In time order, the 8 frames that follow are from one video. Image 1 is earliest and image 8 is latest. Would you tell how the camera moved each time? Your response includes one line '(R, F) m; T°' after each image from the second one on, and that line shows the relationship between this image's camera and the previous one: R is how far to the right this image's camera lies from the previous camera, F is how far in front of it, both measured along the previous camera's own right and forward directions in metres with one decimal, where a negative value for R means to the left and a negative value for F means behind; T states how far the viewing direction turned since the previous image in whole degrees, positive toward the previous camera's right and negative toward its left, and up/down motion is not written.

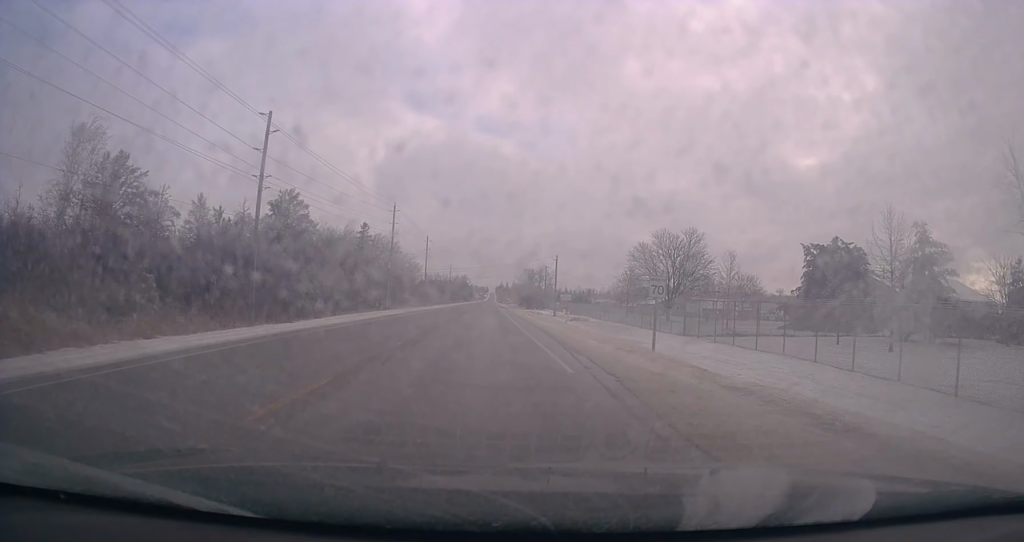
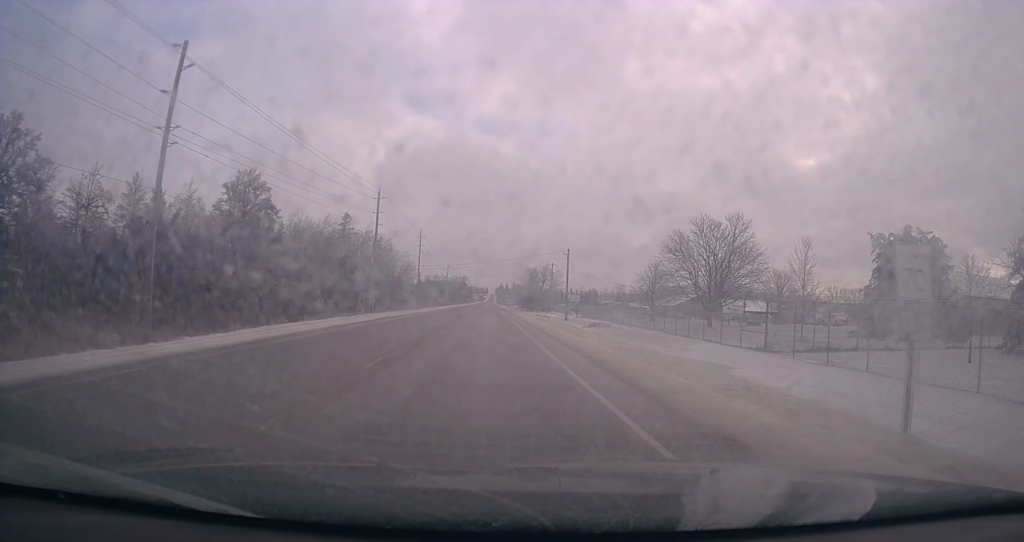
(-0.2, +12.6) m; -1°
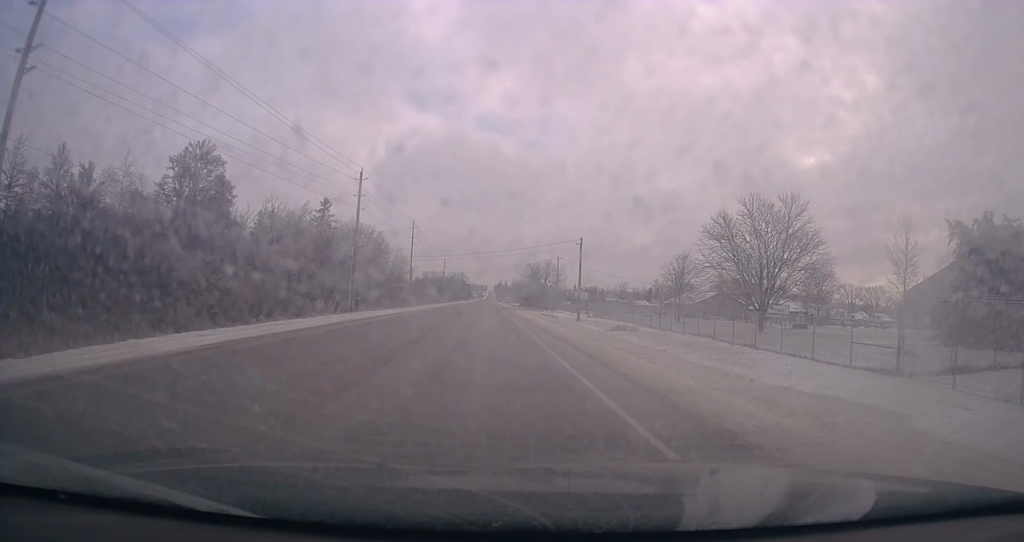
(-0.1, +11.3) m; +1°
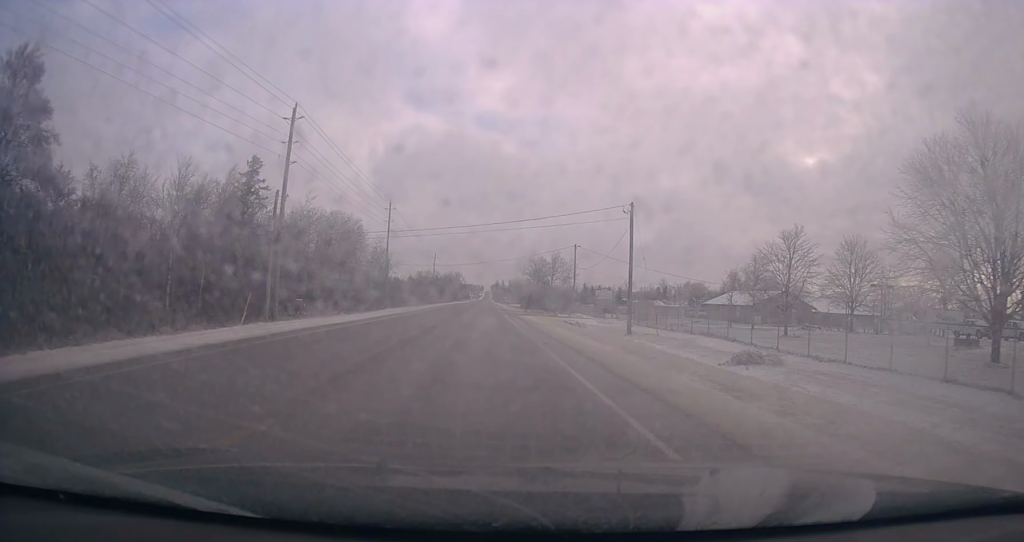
(+0.7, +23.8) m; +2°
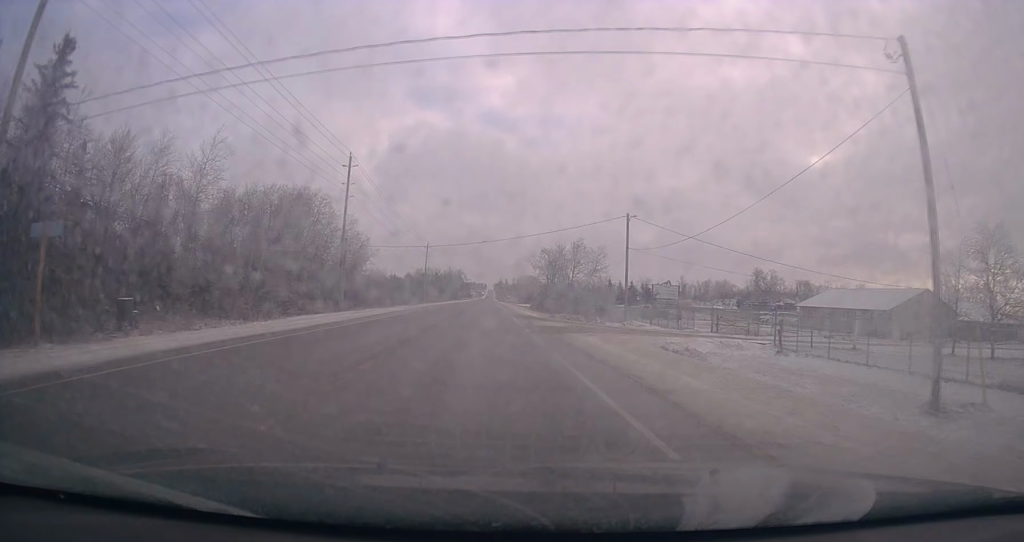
(-0.3, +29.4) m; -2°
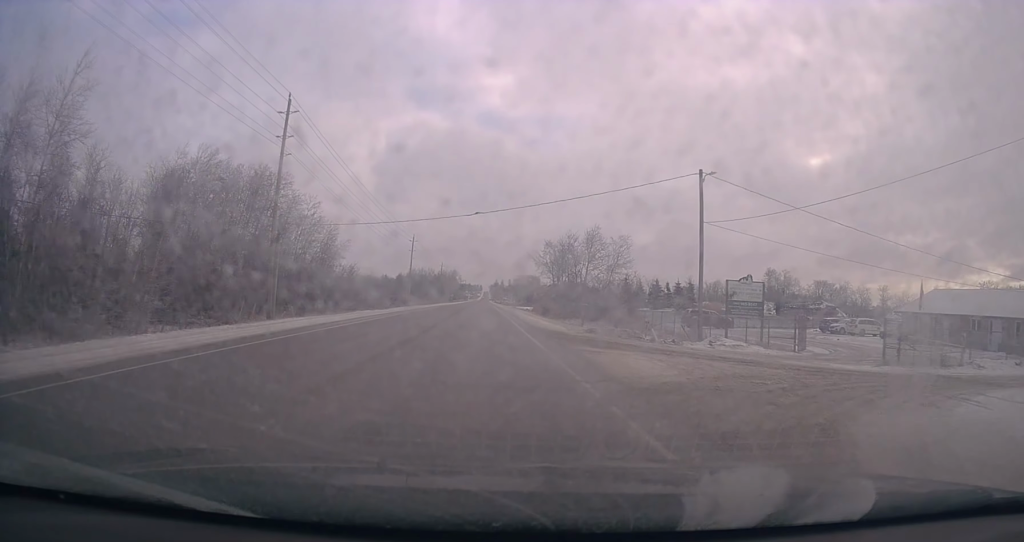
(-0.3, +18.9) m; -1°
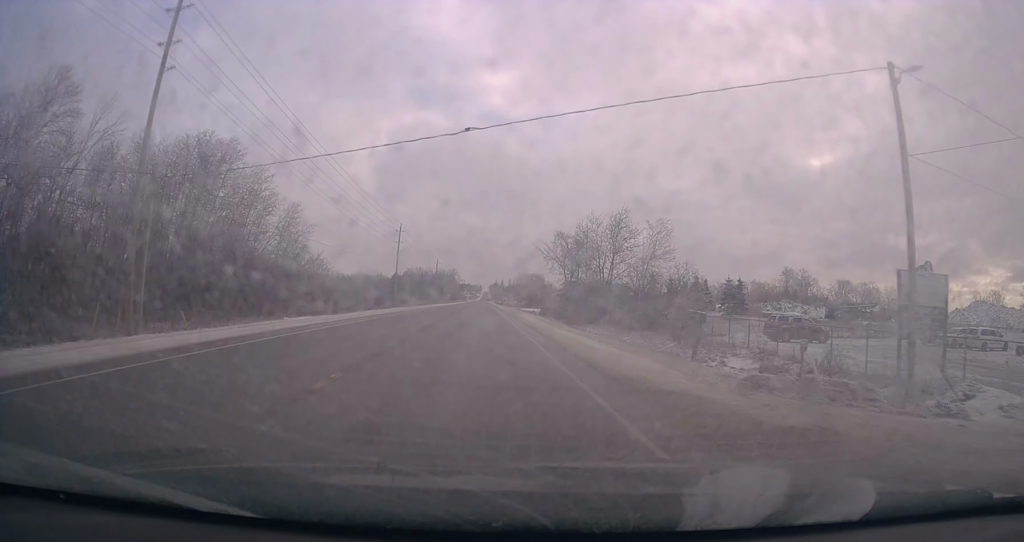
(0.0, +18.6) m; +1°
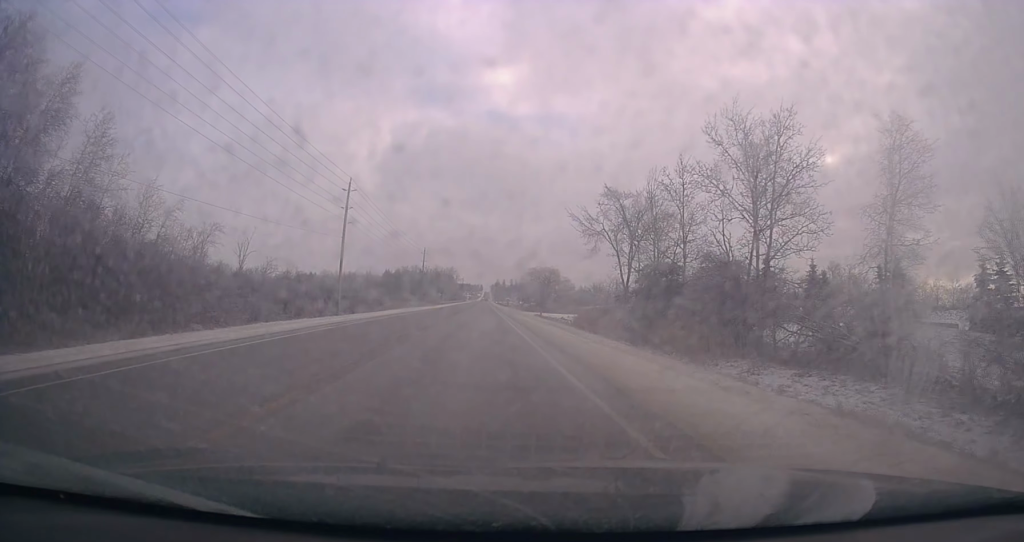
(+0.9, +39.0) m; 0°
